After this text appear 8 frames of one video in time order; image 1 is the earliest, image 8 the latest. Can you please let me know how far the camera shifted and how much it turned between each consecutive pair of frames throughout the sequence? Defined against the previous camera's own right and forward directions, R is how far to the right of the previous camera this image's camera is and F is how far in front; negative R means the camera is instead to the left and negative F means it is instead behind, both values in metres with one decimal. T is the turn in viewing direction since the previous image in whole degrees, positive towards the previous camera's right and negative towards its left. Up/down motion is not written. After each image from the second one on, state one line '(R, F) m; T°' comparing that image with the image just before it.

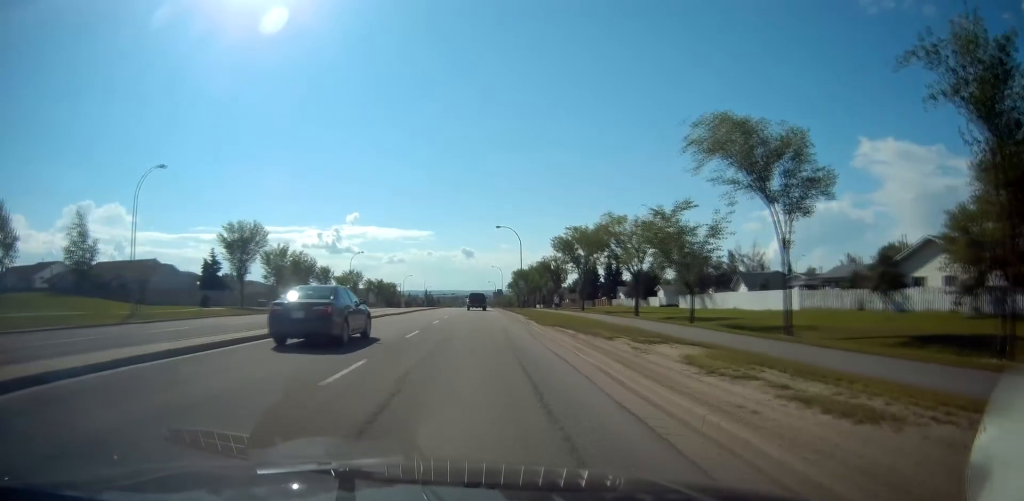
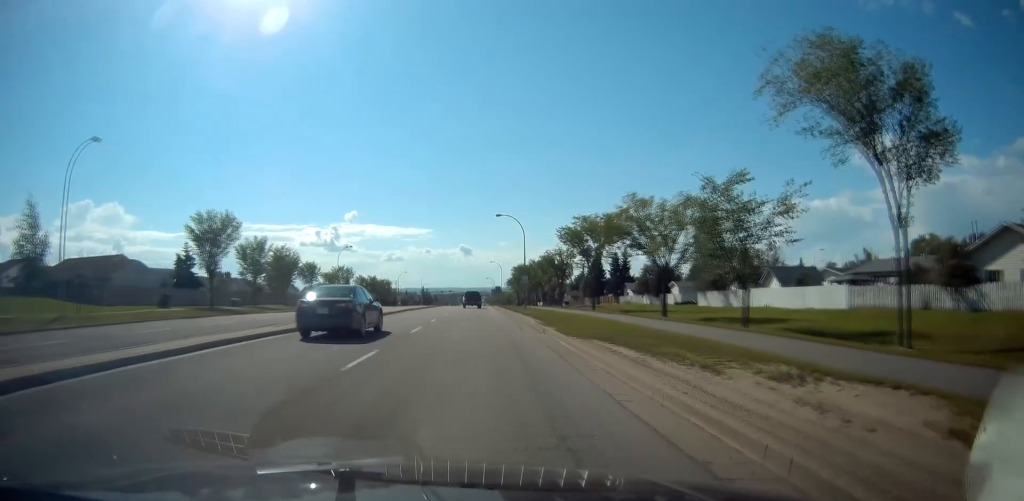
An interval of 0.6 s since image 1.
(0.0, +7.7) m; 0°
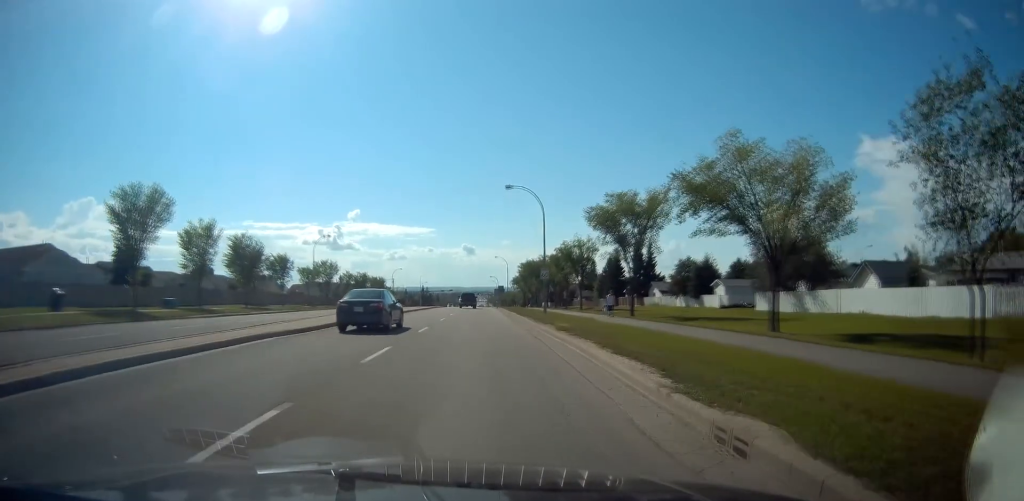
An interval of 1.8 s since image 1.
(0.0, +15.8) m; 0°
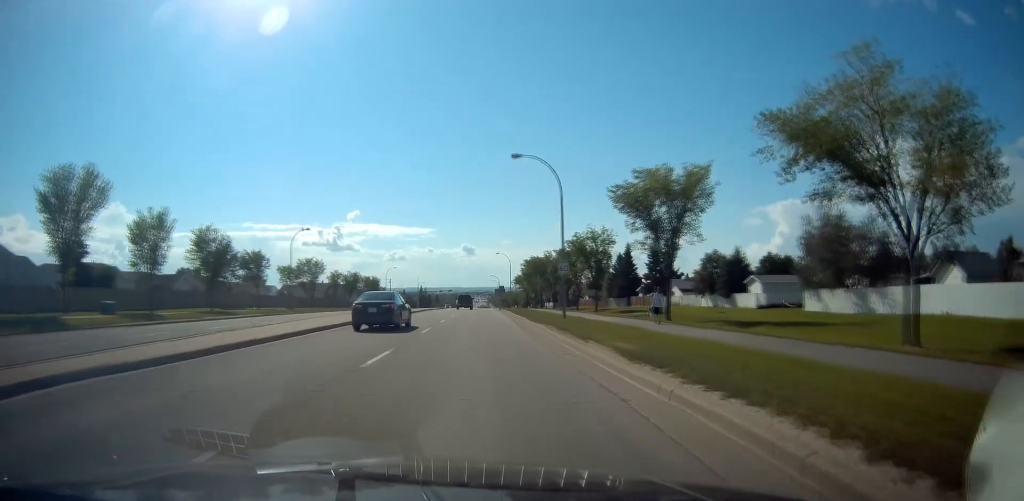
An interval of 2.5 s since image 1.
(0.0, +9.7) m; 0°
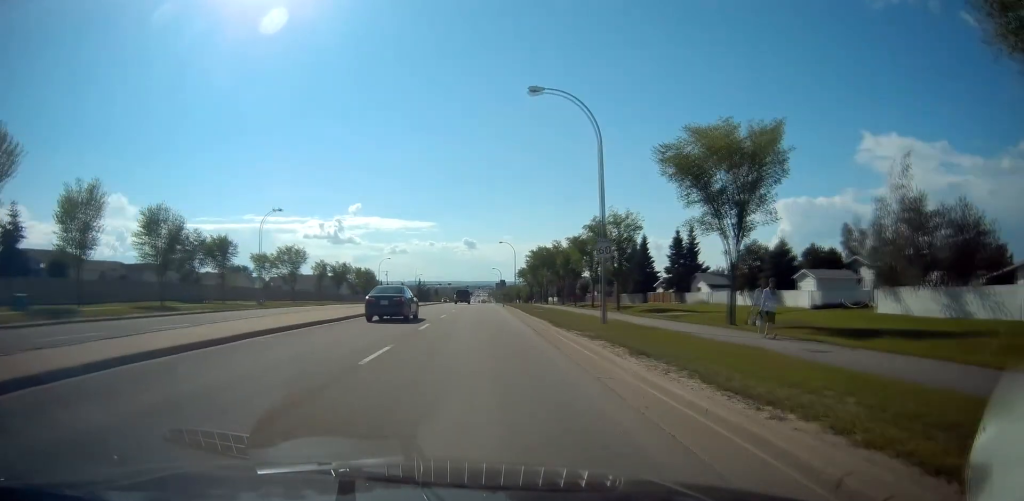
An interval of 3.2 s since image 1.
(0.0, +10.8) m; 0°
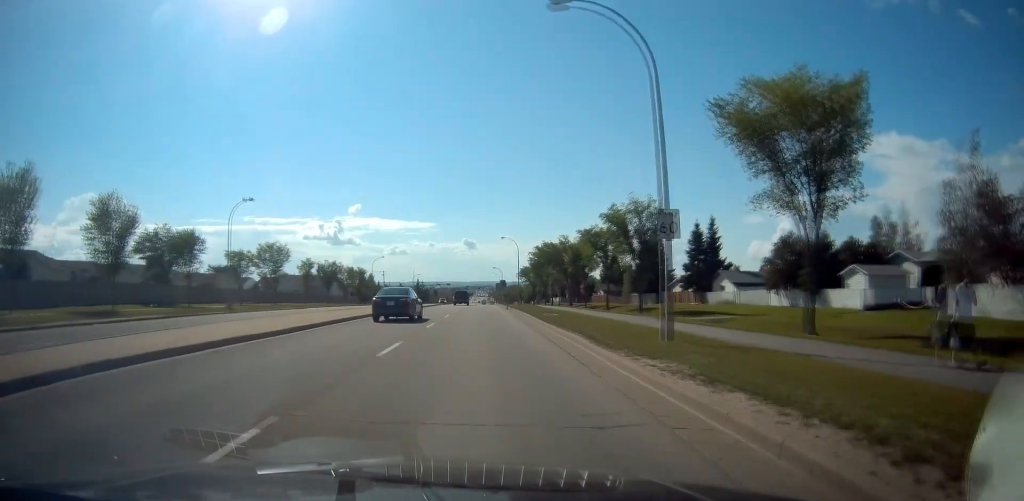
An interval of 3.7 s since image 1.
(0.0, +7.8) m; 0°
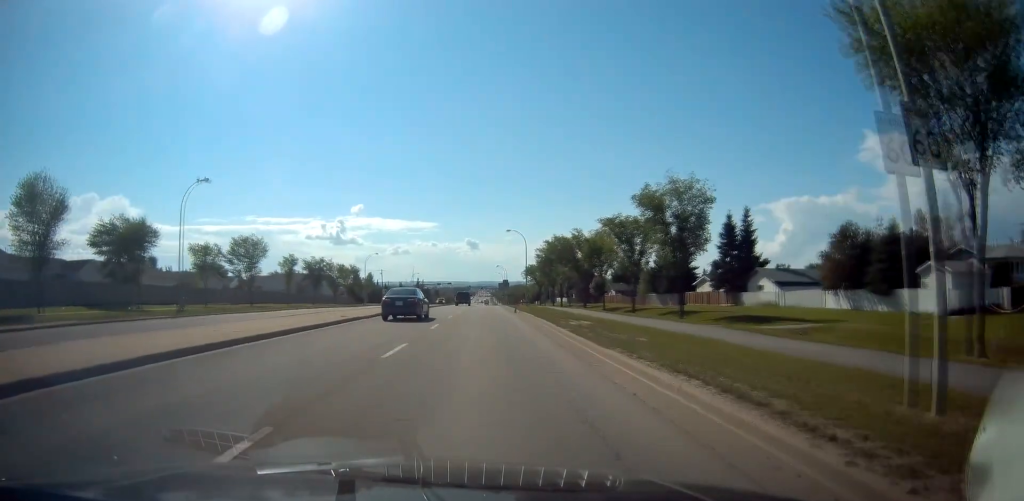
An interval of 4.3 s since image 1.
(0.0, +9.7) m; 0°
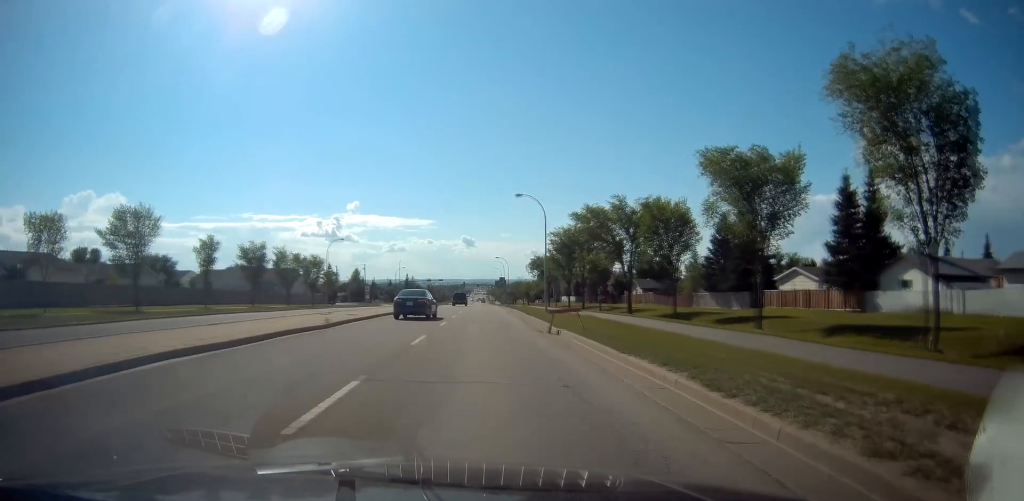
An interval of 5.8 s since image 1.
(-0.2, +24.7) m; -2°
